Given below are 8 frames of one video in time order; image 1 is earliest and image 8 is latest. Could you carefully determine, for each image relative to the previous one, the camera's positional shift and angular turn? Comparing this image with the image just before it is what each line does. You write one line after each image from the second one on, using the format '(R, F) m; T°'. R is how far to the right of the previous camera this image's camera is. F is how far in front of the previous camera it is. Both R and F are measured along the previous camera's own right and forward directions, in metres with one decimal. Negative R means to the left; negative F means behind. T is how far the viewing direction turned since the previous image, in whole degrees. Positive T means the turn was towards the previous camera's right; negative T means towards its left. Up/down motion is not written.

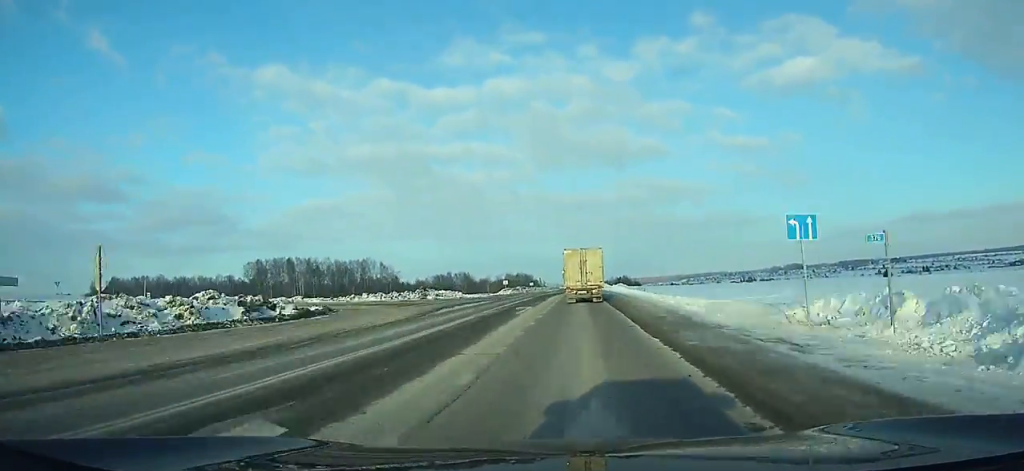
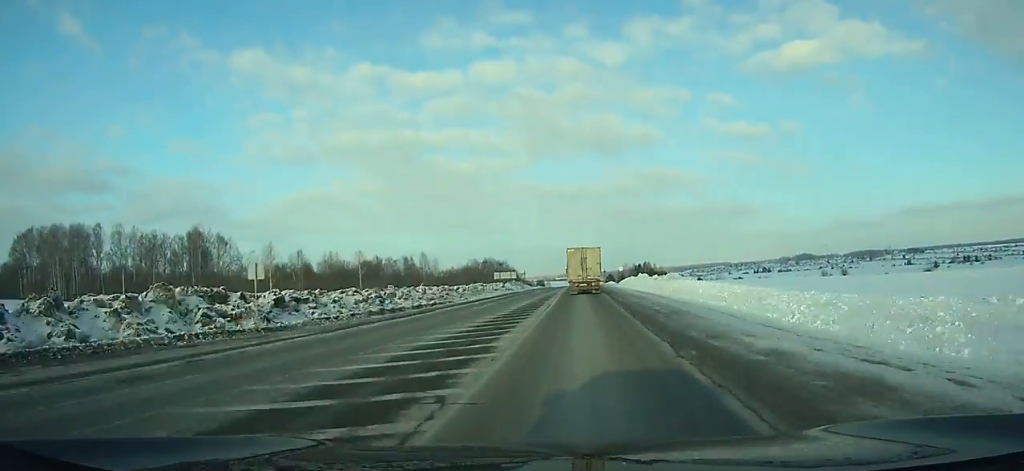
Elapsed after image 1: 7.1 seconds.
(+0.4, +145.4) m; 0°
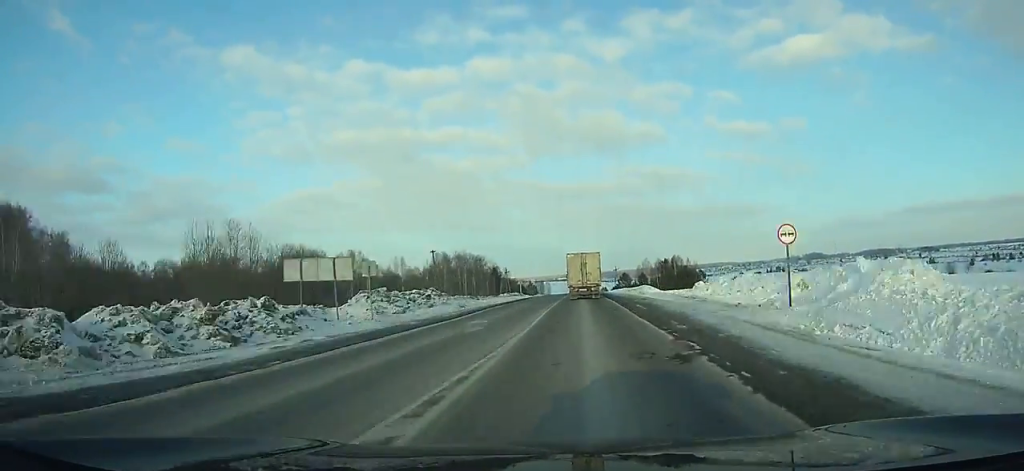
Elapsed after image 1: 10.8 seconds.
(-0.6, +75.1) m; -1°
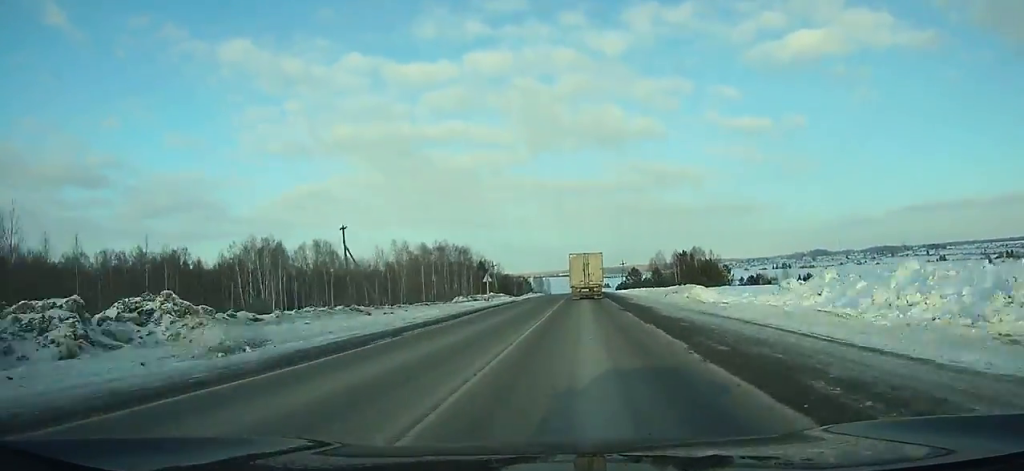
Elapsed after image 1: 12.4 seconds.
(-0.1, +32.0) m; 0°
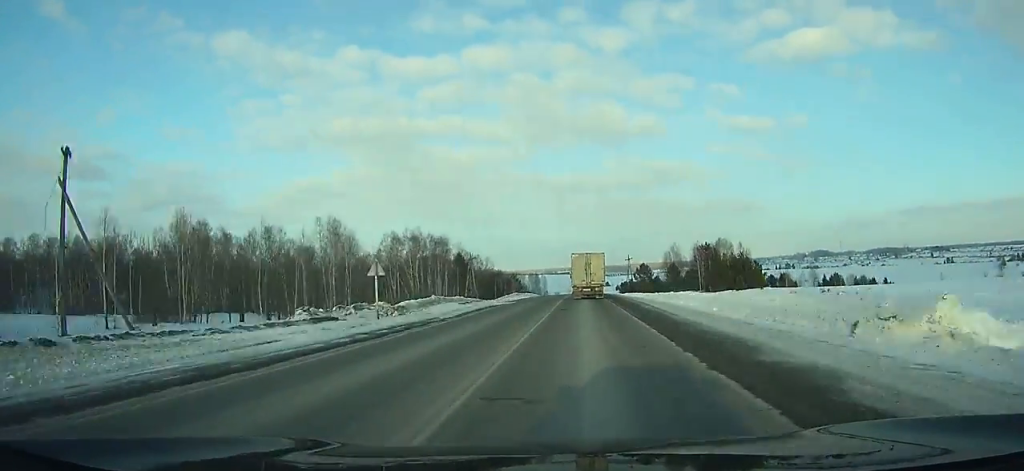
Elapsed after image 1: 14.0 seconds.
(0.0, +31.9) m; 0°
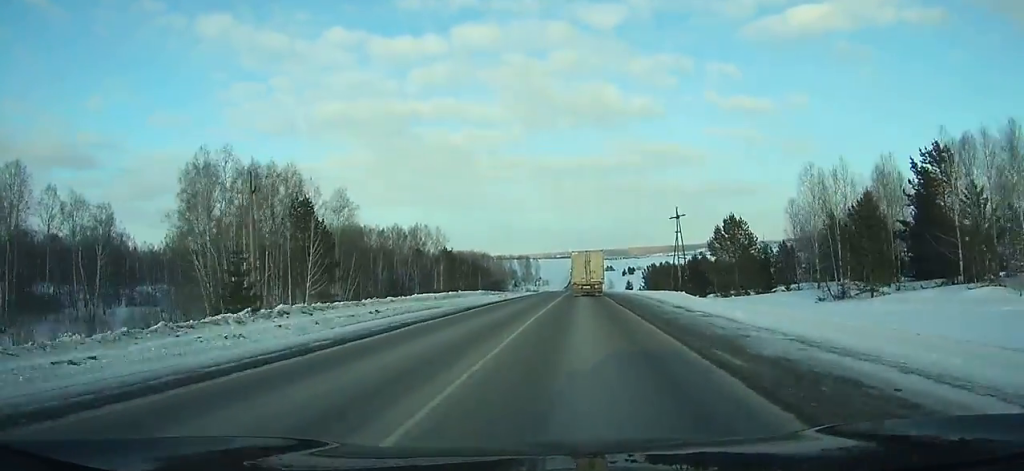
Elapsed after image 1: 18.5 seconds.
(-0.1, +90.3) m; 0°
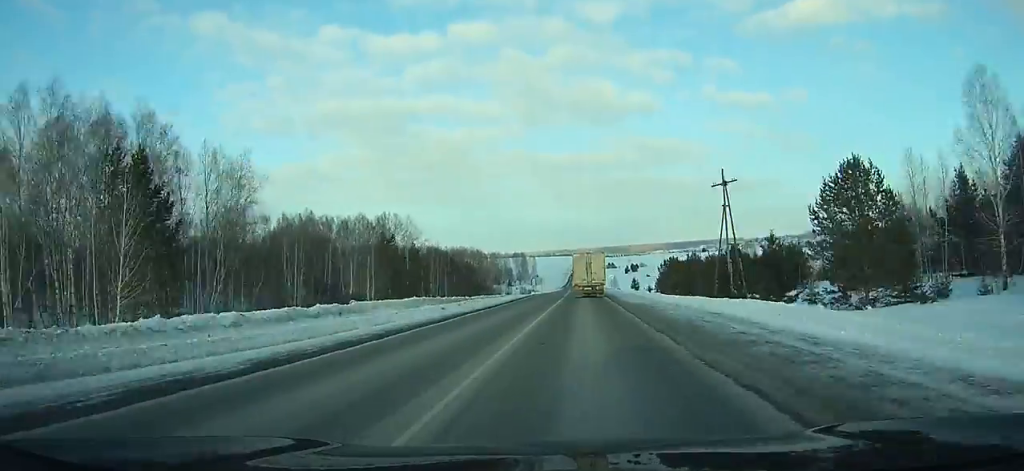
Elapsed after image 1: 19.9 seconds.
(0.0, +28.4) m; 0°
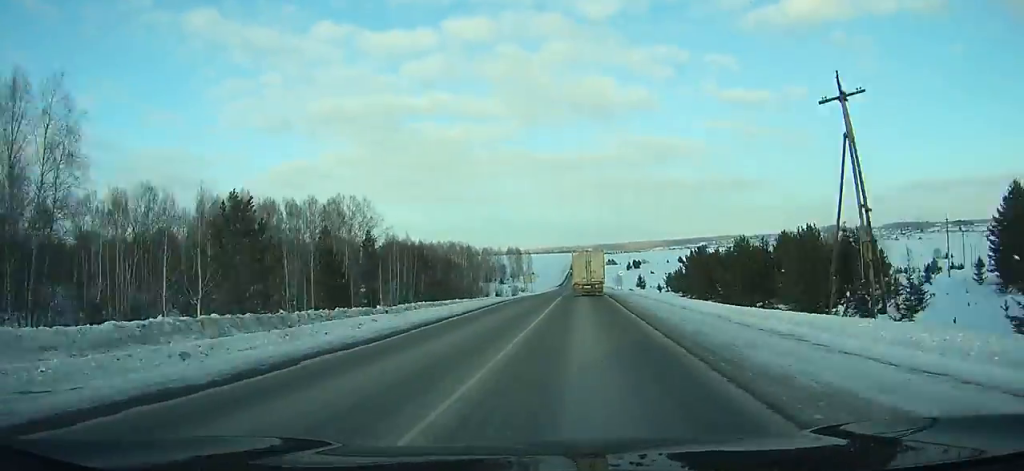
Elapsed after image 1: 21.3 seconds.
(0.0, +29.1) m; 0°
